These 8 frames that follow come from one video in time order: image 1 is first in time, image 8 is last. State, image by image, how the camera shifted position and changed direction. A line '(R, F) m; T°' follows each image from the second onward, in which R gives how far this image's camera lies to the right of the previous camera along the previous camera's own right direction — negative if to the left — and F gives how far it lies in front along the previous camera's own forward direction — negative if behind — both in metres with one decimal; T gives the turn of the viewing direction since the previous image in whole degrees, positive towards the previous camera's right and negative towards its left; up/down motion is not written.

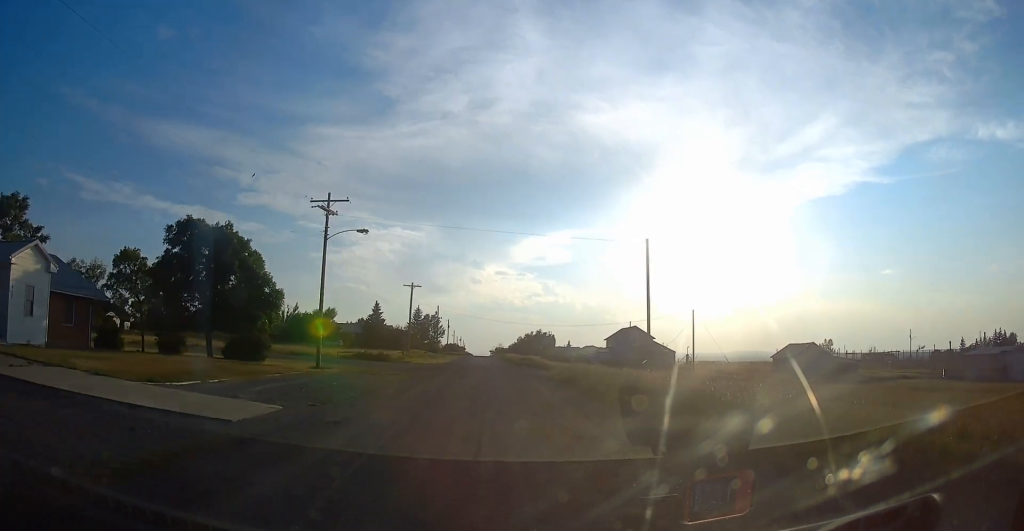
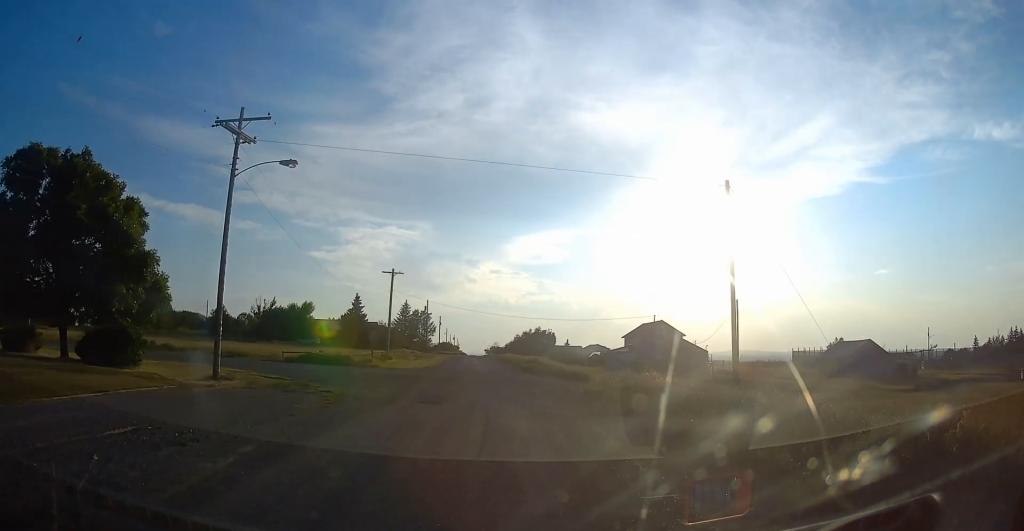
(-0.4, +14.4) m; -2°
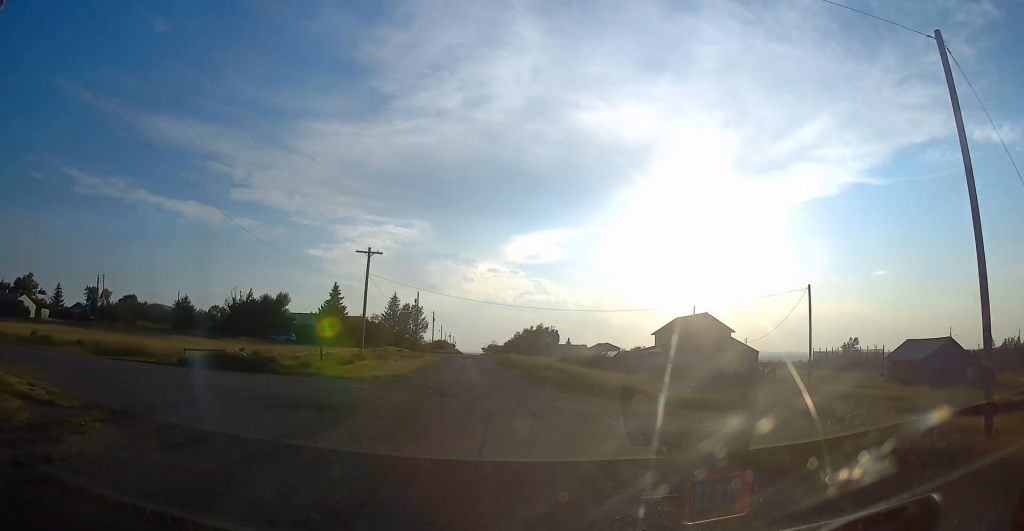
(0.0, +14.4) m; 0°
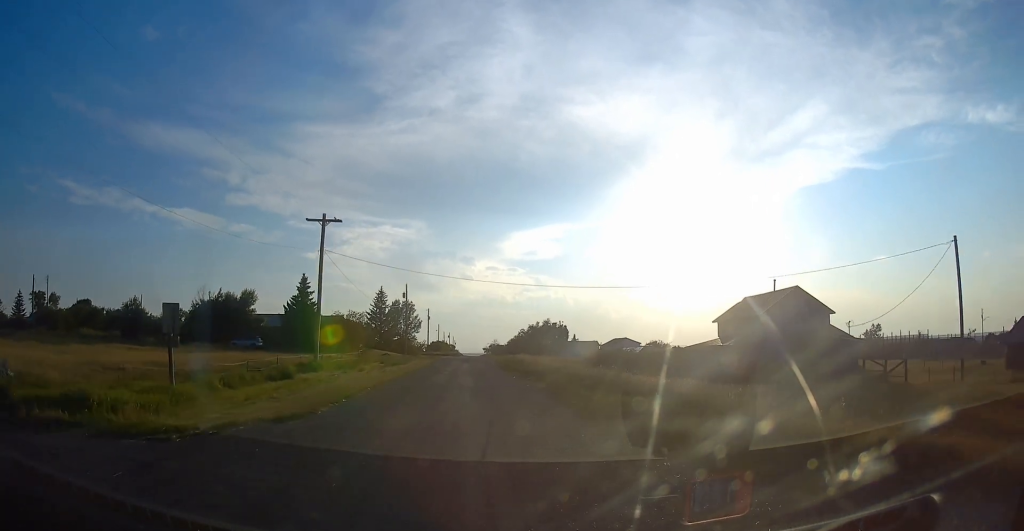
(0.0, +16.6) m; +2°
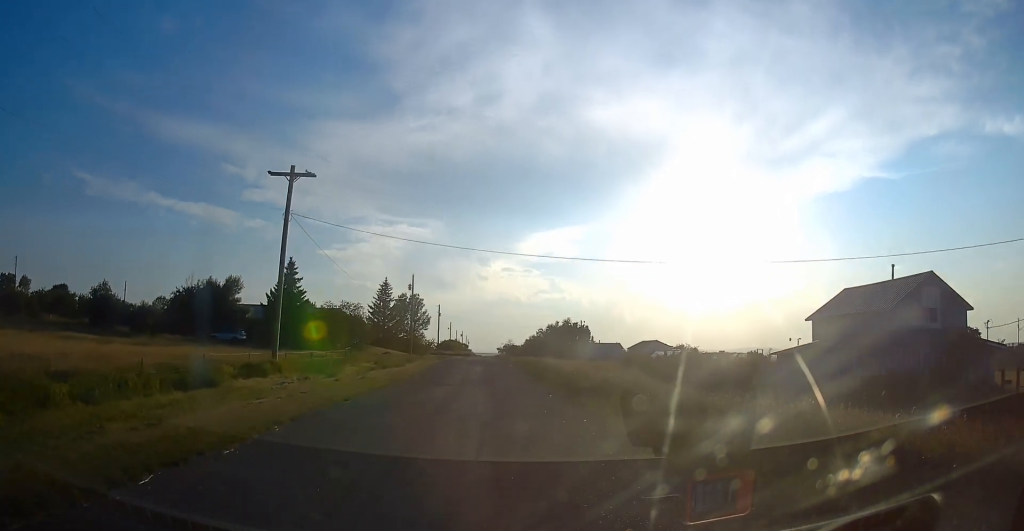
(+0.5, +11.7) m; 0°
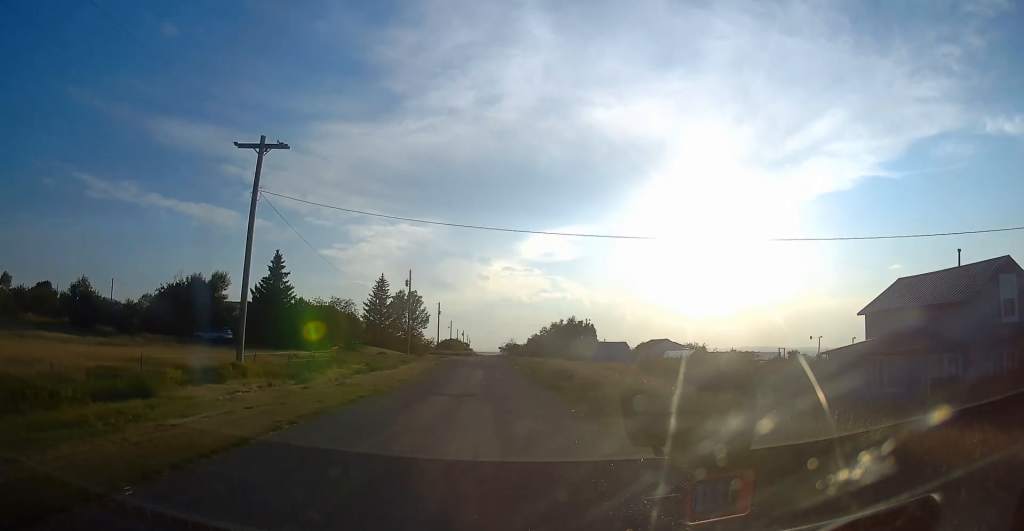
(-0.2, +5.0) m; -1°
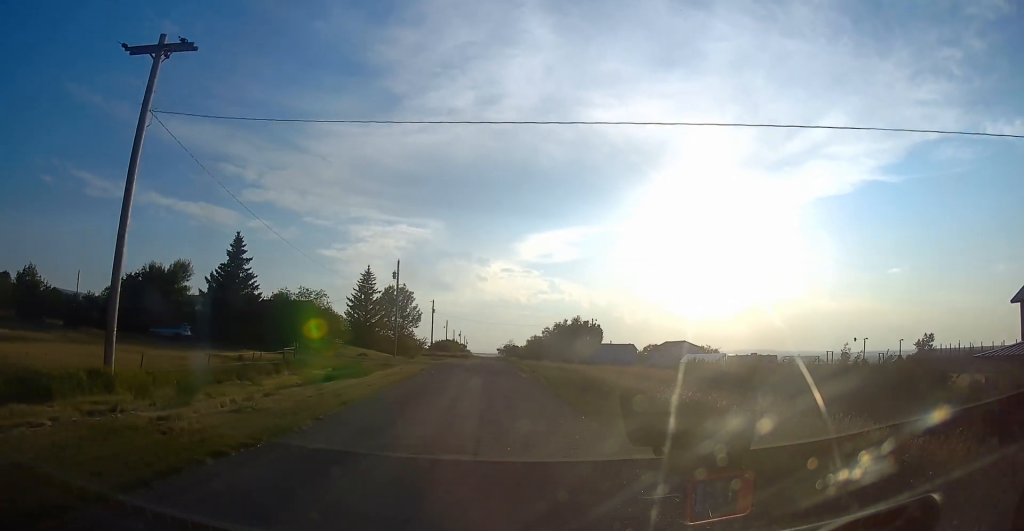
(-0.2, +10.0) m; -1°
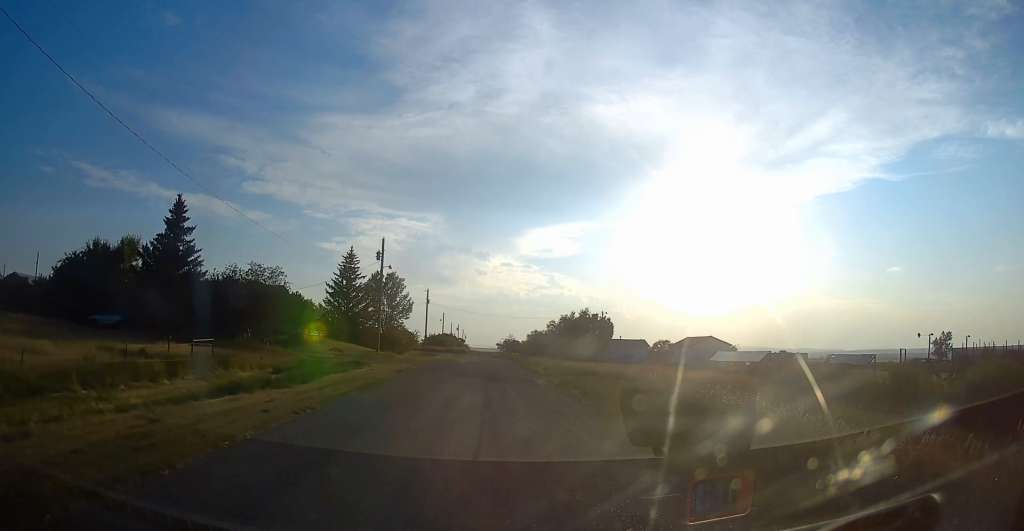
(0.0, +10.9) m; 0°
